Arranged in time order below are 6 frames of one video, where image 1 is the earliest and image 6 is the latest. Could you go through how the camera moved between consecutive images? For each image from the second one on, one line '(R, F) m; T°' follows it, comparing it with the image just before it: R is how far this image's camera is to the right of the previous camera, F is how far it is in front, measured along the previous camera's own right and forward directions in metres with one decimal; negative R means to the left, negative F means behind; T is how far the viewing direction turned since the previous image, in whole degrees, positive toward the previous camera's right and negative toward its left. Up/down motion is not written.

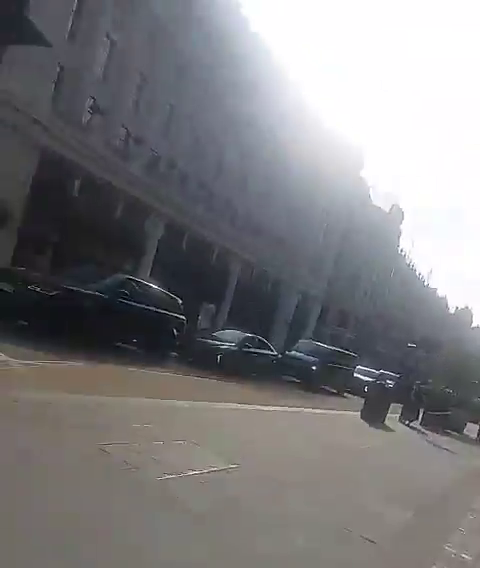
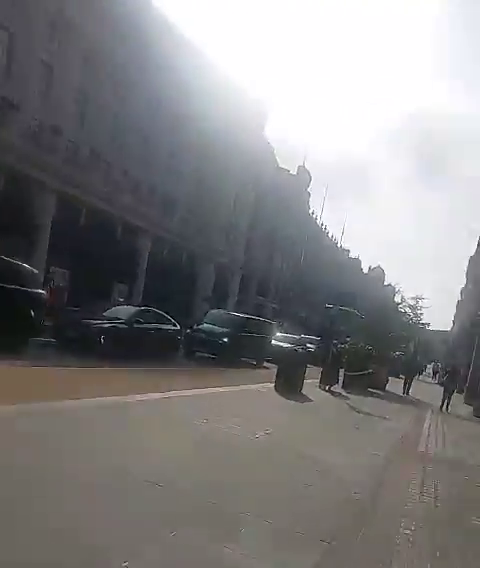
(+0.1, +2.2) m; +3°
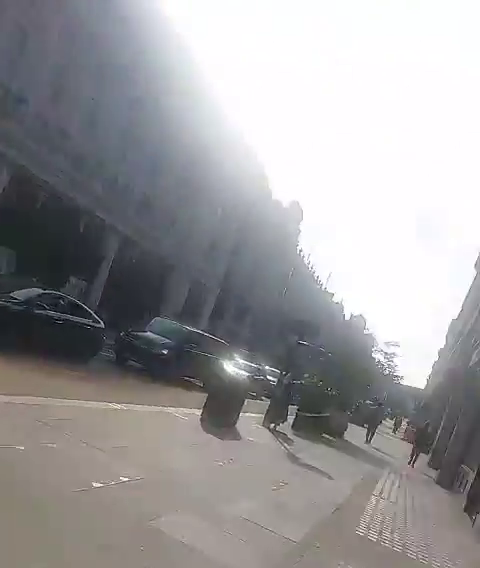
(0.0, +2.1) m; +8°
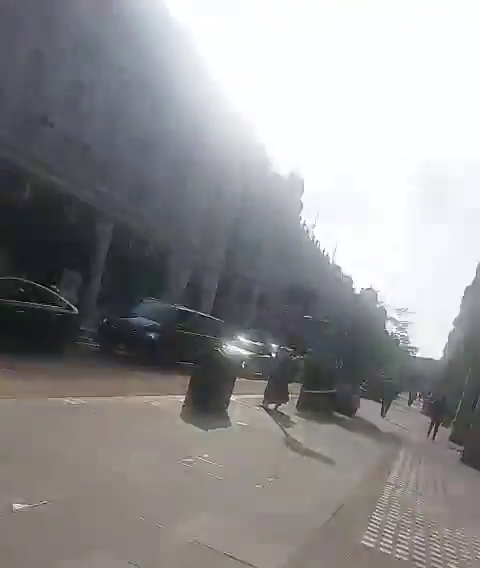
(+0.2, +1.3) m; +5°
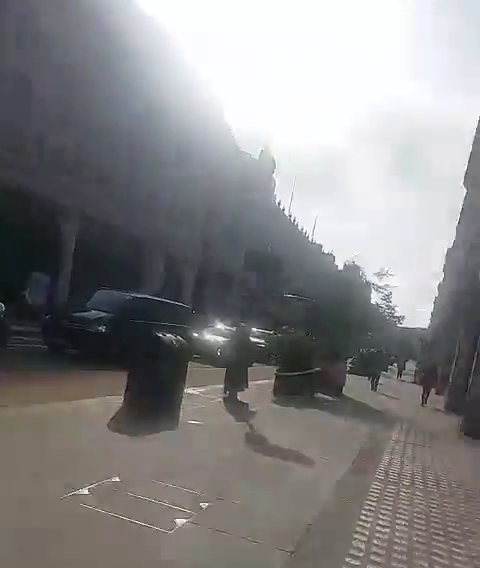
(+0.1, +1.4) m; 0°
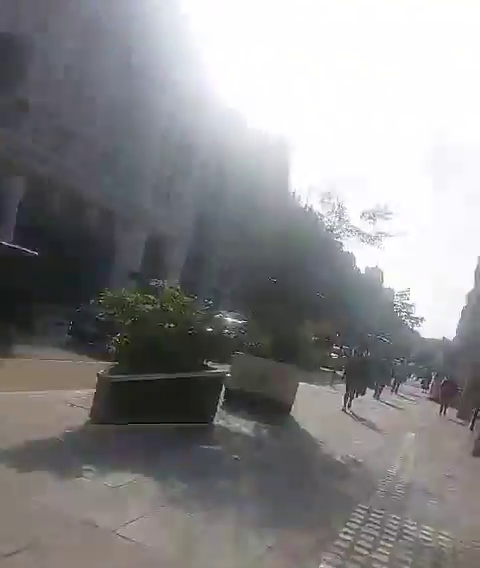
(-0.8, +6.8) m; -1°
